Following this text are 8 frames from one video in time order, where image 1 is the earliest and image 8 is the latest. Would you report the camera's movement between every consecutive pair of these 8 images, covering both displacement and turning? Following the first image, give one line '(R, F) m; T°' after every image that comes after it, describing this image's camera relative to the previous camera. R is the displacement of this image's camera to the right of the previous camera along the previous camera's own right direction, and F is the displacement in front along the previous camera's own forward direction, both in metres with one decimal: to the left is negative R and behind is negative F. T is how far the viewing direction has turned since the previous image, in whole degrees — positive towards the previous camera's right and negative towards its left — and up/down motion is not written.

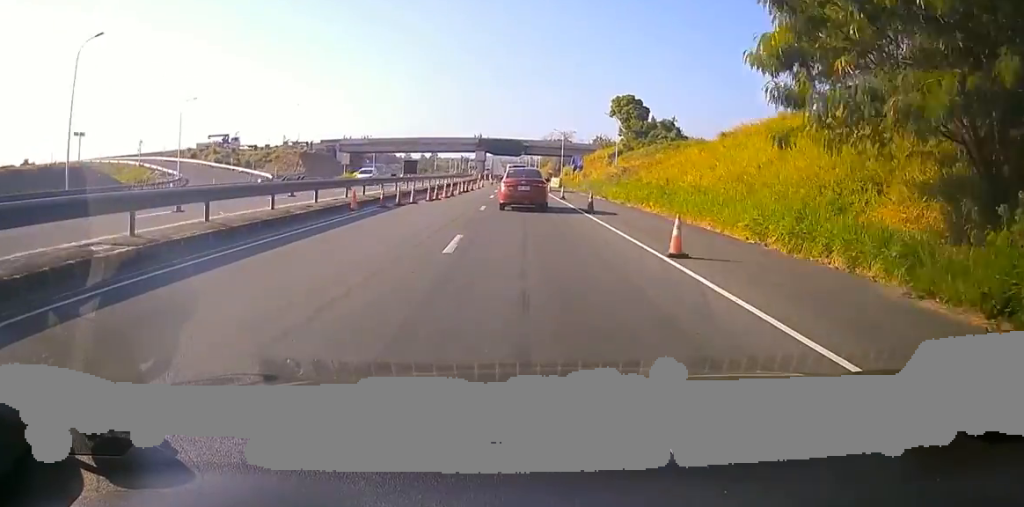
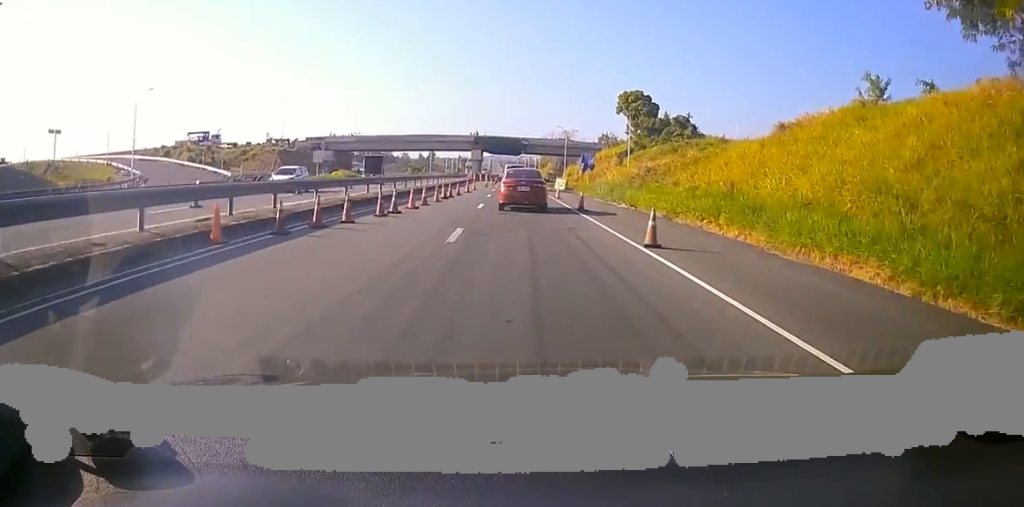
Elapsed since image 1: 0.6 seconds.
(+0.8, +10.4) m; +2°
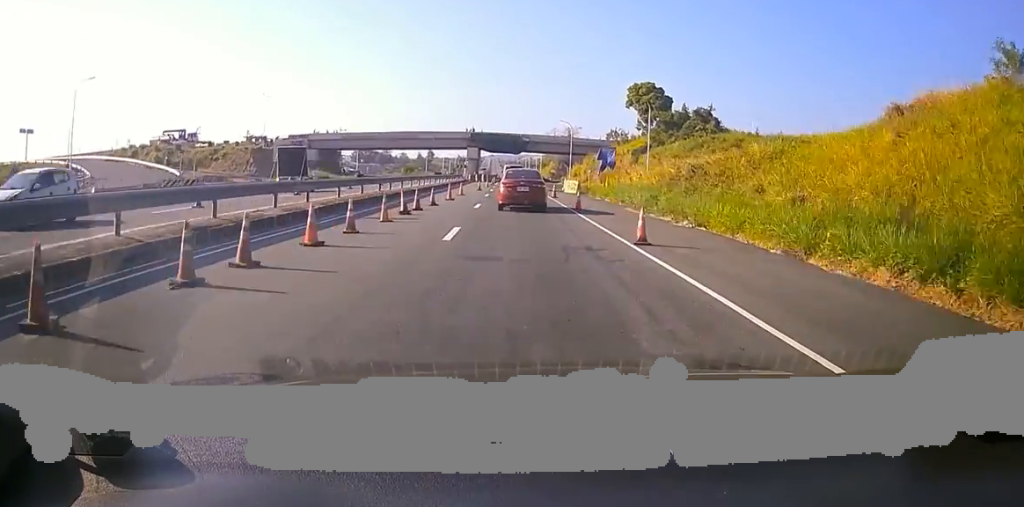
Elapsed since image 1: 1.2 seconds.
(-0.4, +11.6) m; -1°
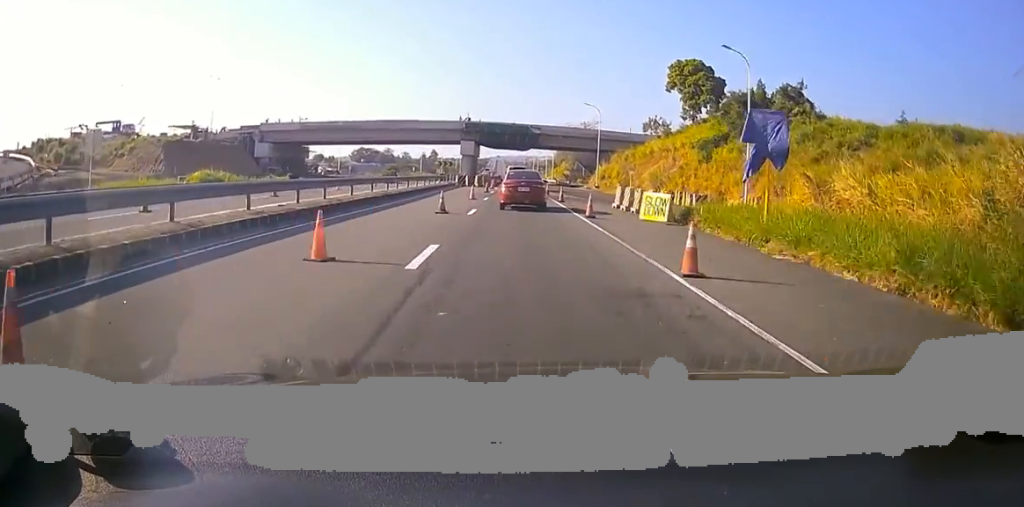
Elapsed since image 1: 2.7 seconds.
(-0.4, +27.4) m; -1°
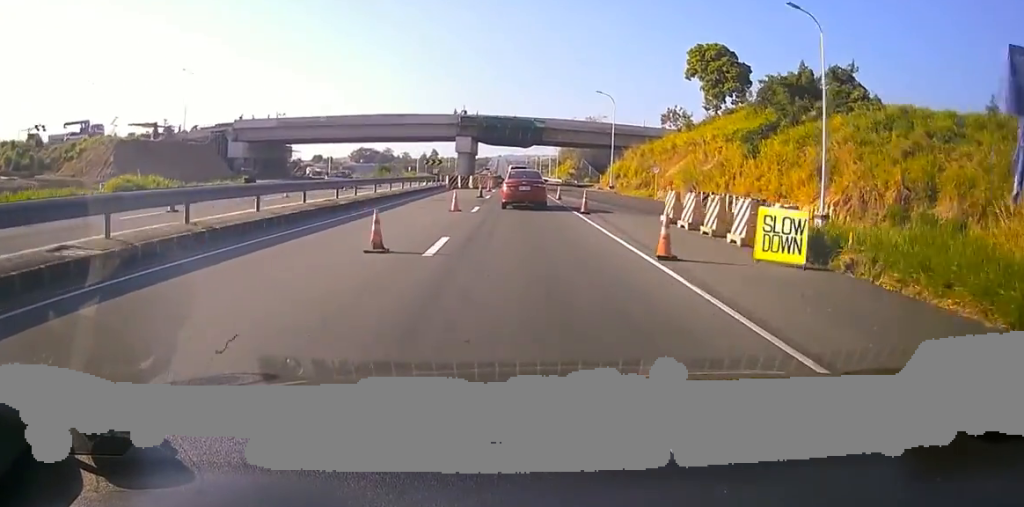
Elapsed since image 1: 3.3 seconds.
(0.0, +10.3) m; -1°
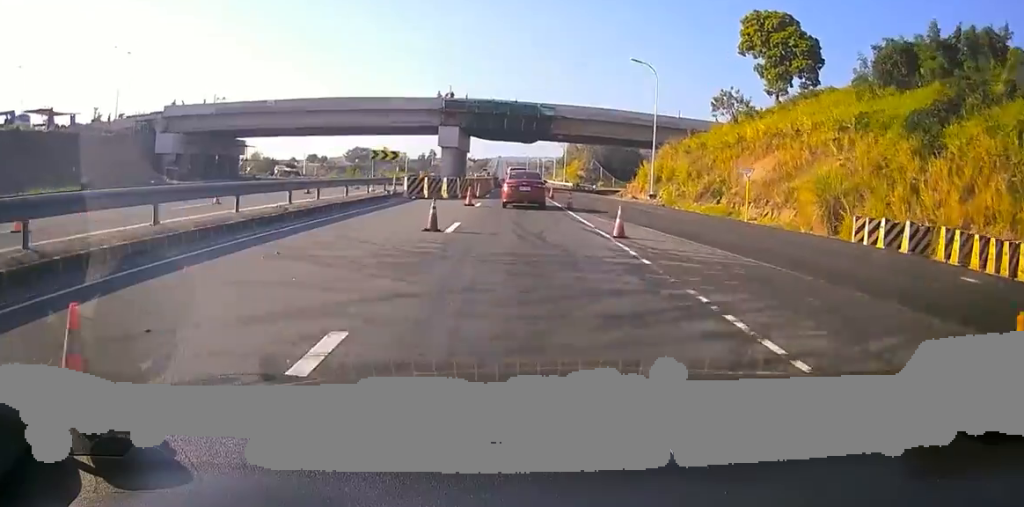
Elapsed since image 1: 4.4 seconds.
(-0.4, +20.1) m; -2°
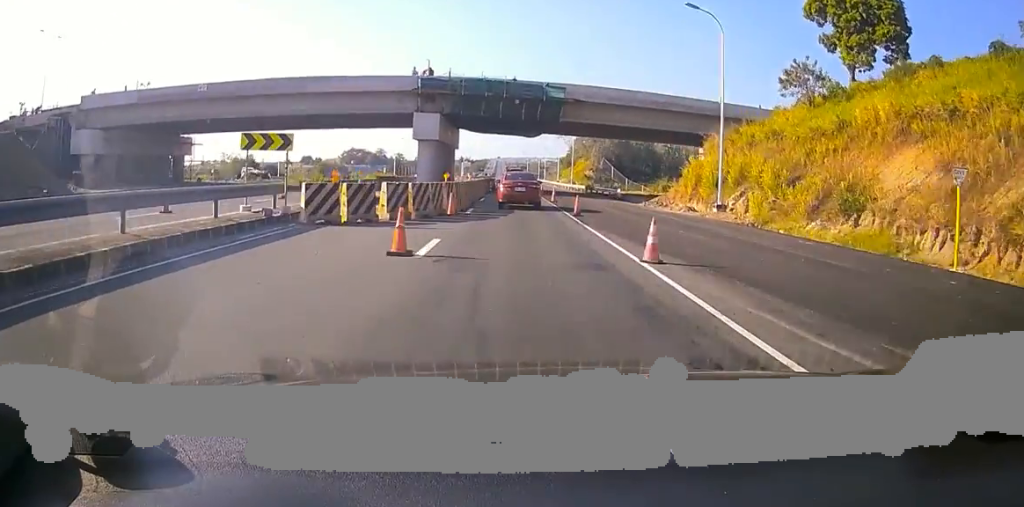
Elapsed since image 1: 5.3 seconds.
(-0.1, +16.6) m; 0°
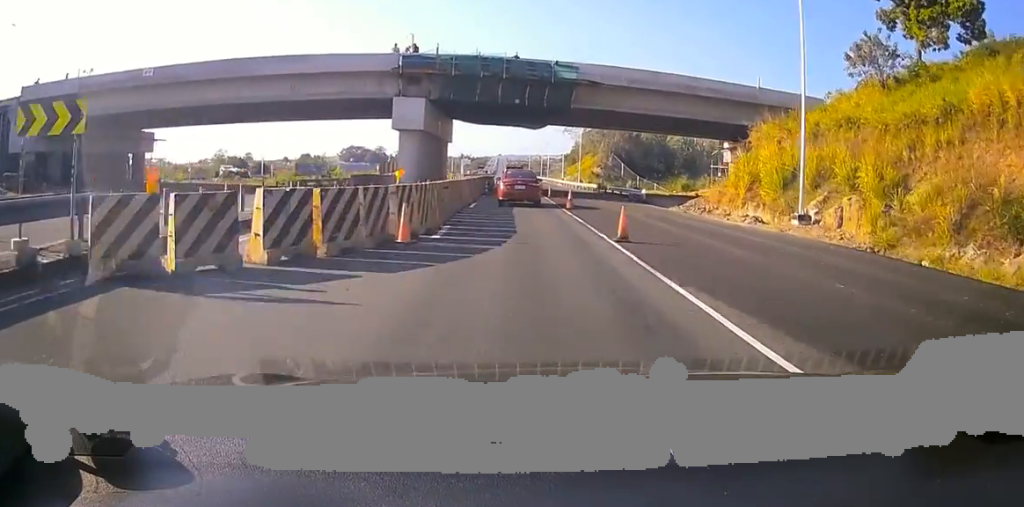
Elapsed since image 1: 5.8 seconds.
(0.0, +9.3) m; 0°
